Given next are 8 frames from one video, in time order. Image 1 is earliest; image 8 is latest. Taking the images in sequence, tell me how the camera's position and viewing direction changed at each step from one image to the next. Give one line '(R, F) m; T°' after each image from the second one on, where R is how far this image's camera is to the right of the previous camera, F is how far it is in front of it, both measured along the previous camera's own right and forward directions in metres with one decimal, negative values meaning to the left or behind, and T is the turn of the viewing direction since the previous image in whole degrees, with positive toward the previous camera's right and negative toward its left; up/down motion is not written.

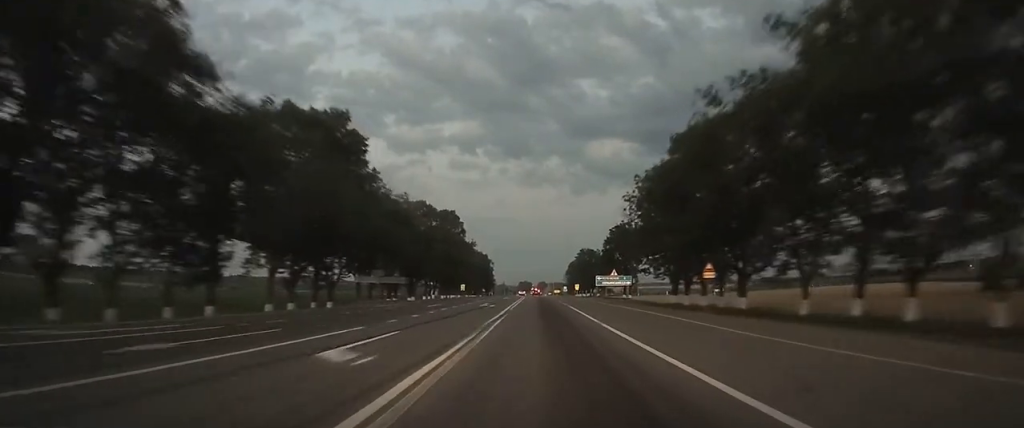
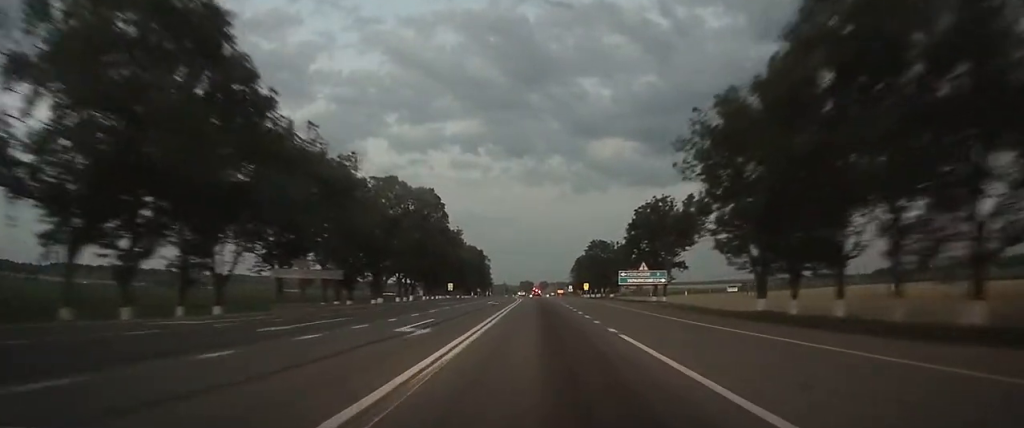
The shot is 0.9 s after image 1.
(+0.1, +23.5) m; 0°
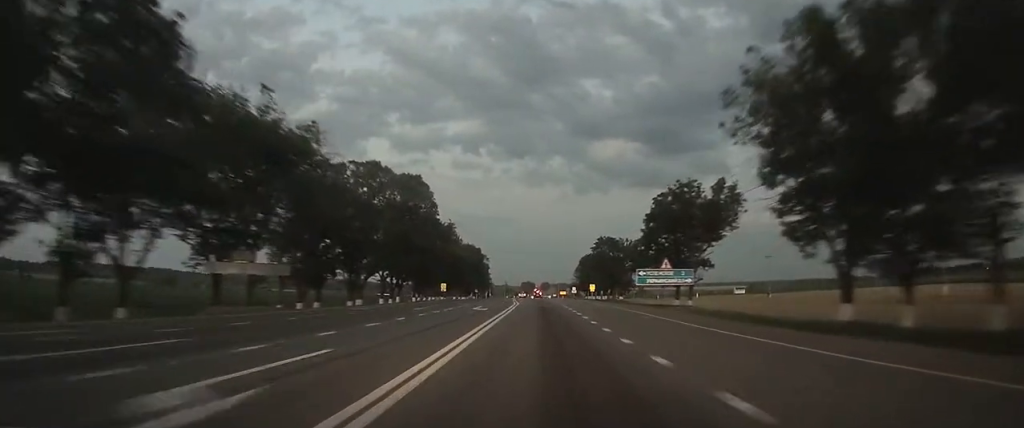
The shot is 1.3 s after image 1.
(0.0, +10.7) m; 0°
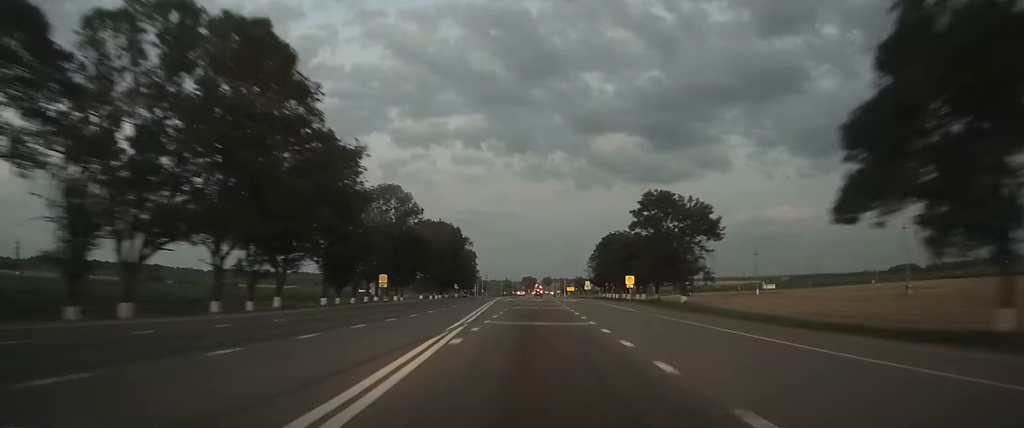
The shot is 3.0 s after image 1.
(-0.2, +44.9) m; -1°
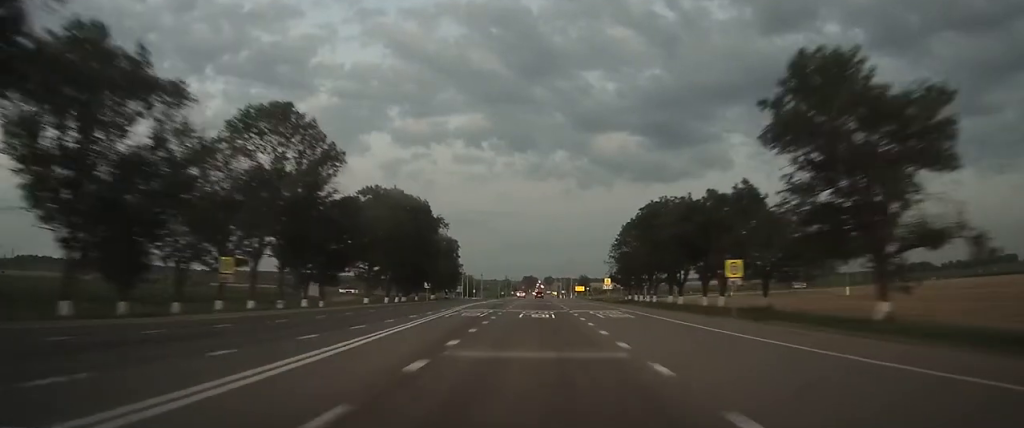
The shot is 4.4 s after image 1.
(0.0, +36.2) m; 0°
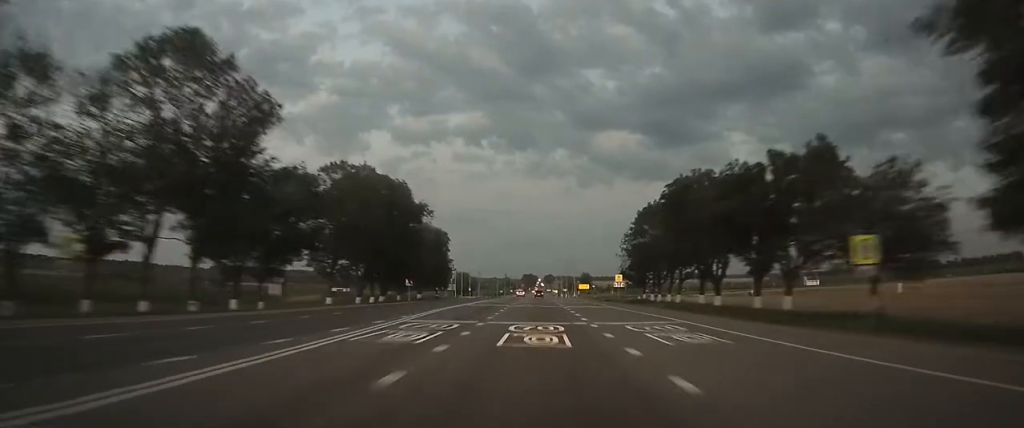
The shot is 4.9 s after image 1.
(0.0, +13.6) m; 0°
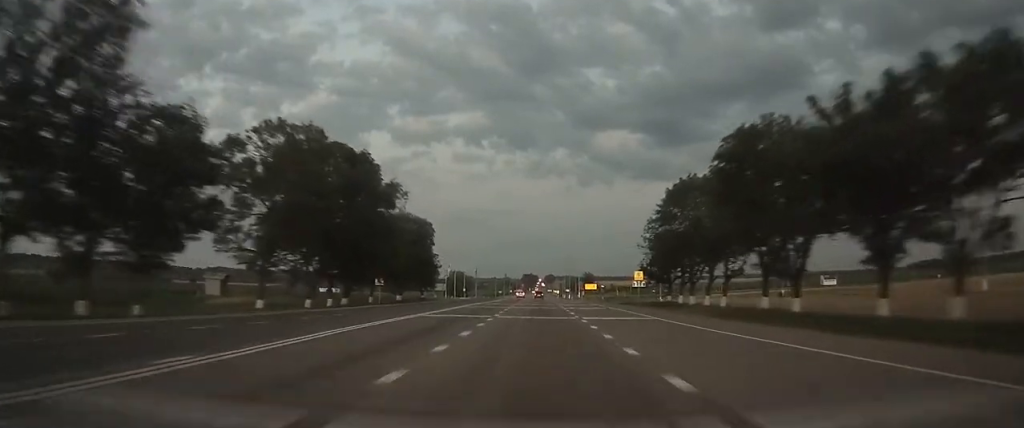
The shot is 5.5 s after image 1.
(0.0, +16.0) m; 0°
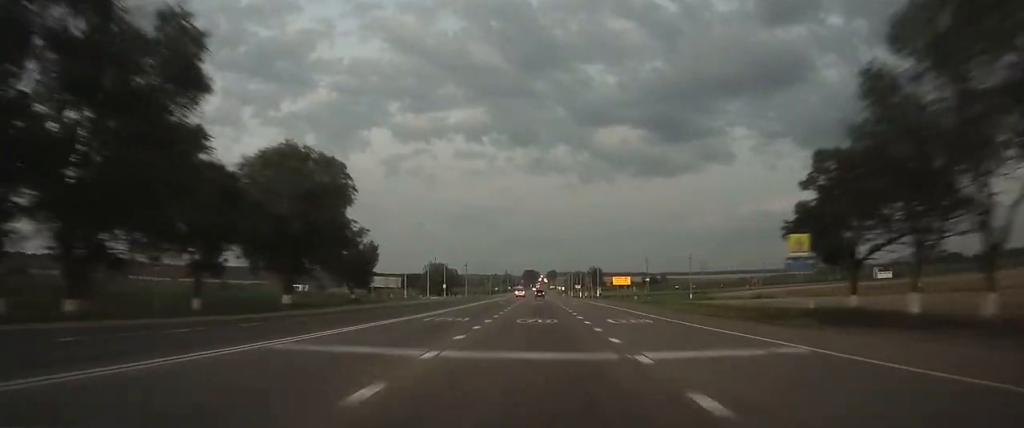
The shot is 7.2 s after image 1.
(-0.1, +41.8) m; 0°
